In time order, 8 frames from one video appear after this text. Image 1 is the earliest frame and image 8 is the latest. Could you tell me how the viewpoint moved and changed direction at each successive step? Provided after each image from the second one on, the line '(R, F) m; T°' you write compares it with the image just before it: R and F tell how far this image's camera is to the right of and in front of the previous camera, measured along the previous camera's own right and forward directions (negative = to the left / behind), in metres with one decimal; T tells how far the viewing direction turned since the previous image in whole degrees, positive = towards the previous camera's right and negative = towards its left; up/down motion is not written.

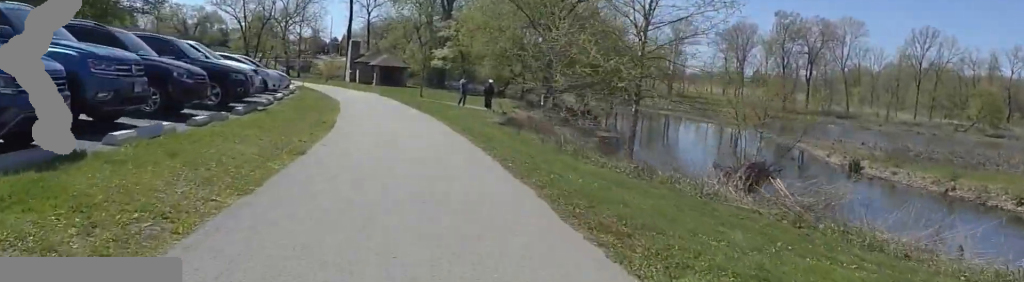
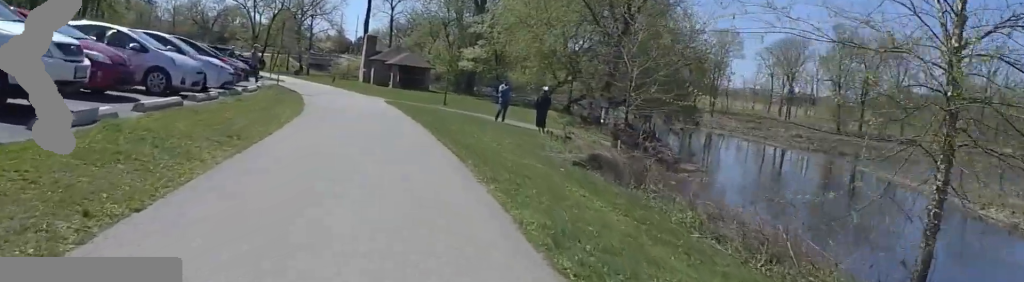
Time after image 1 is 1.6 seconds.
(-0.6, +11.2) m; -1°
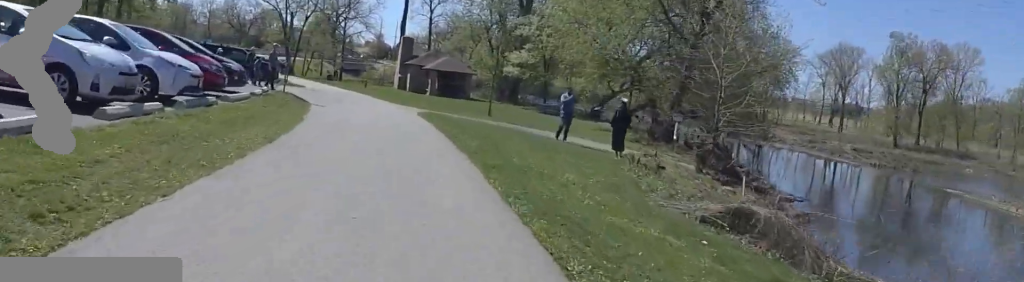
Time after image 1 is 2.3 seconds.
(+0.6, +5.5) m; +2°
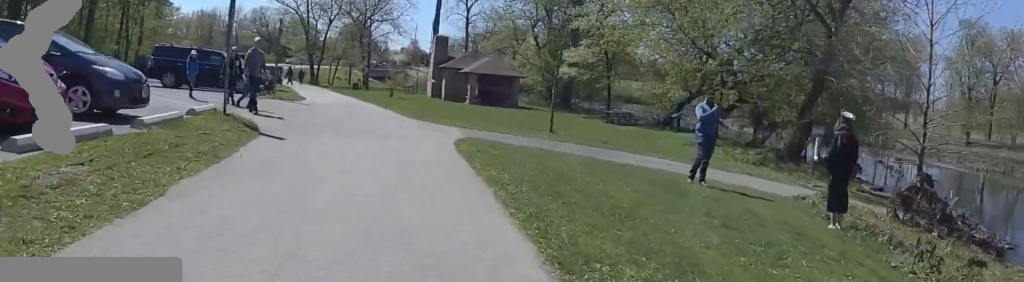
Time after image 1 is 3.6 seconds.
(-0.4, +9.6) m; -5°
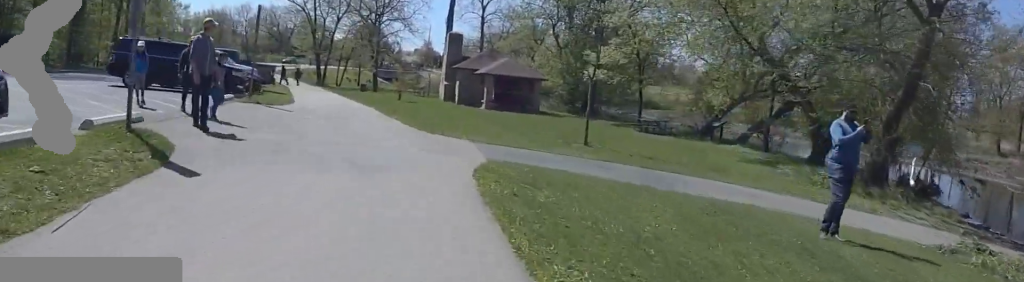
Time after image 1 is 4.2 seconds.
(+0.1, +4.7) m; -7°
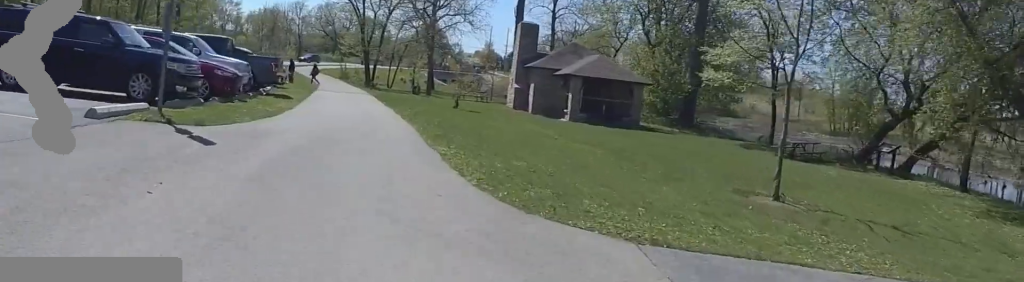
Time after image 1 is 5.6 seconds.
(-1.5, +10.4) m; -4°
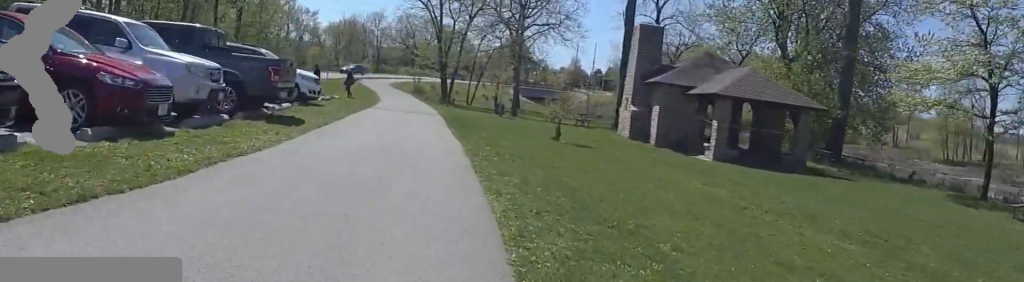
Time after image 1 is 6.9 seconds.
(+0.9, +8.6) m; -2°
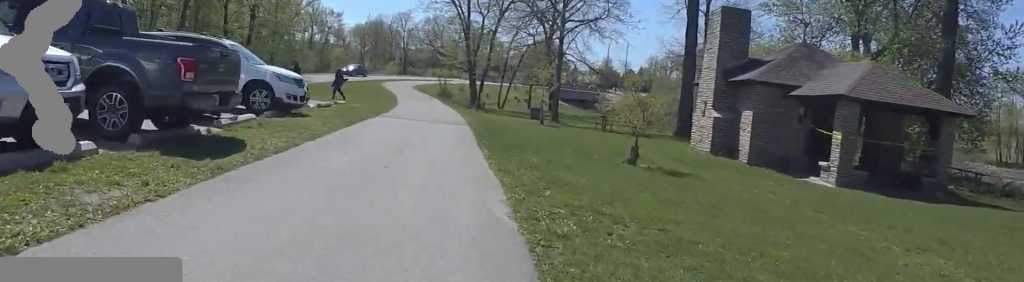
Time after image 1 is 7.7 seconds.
(-0.6, +5.5) m; -7°
